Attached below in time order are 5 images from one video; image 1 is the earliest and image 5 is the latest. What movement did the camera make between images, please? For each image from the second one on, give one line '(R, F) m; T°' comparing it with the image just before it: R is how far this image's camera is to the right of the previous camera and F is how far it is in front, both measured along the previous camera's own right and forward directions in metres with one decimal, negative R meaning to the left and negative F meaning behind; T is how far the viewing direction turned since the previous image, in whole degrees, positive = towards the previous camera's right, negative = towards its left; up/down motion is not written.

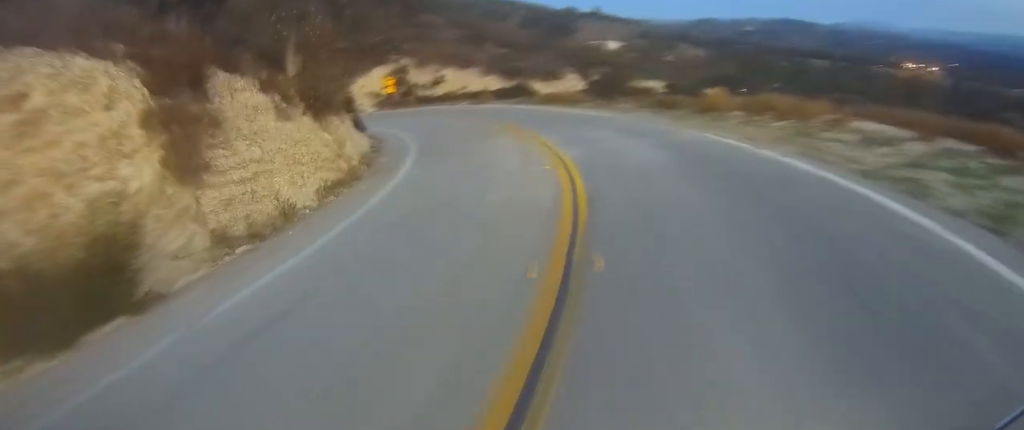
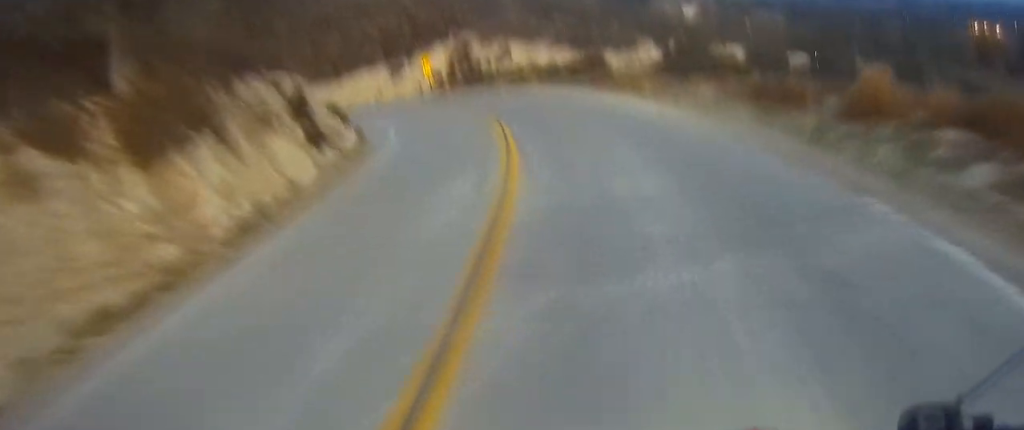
(-1.4, +11.5) m; -14°
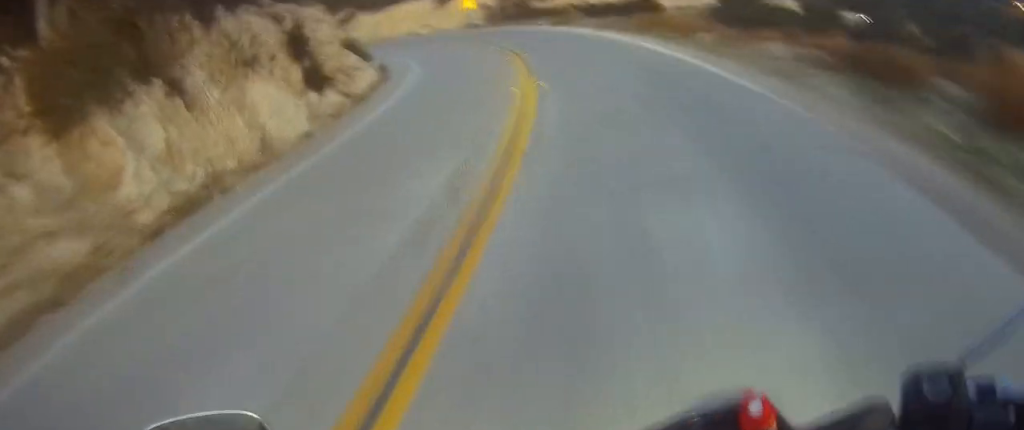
(-0.1, +4.0) m; -4°
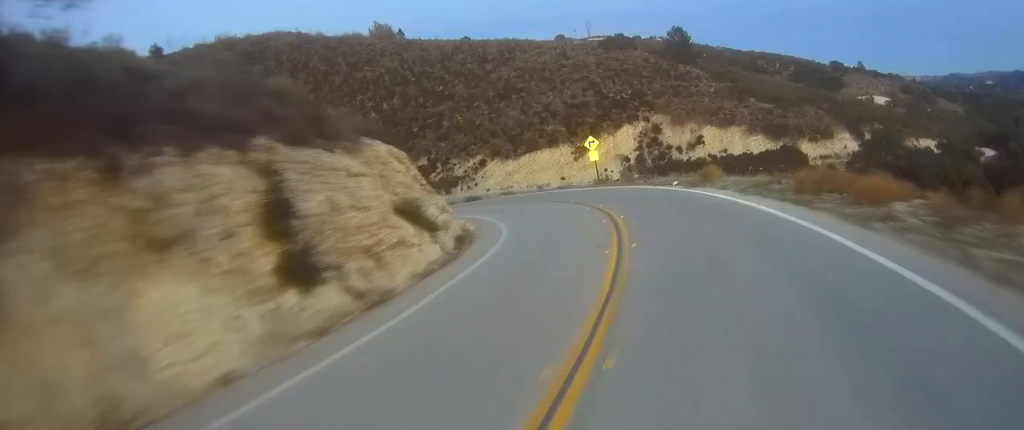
(-0.6, +8.7) m; -7°
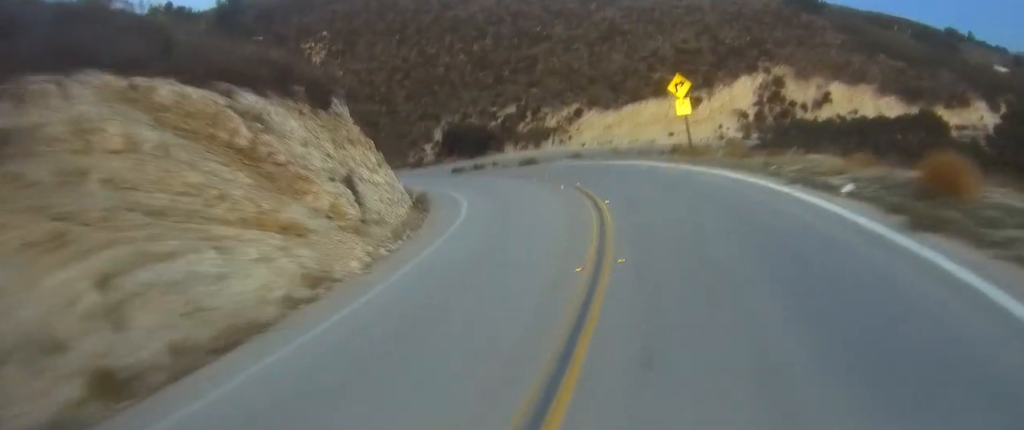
(-0.6, +19.9) m; -16°
